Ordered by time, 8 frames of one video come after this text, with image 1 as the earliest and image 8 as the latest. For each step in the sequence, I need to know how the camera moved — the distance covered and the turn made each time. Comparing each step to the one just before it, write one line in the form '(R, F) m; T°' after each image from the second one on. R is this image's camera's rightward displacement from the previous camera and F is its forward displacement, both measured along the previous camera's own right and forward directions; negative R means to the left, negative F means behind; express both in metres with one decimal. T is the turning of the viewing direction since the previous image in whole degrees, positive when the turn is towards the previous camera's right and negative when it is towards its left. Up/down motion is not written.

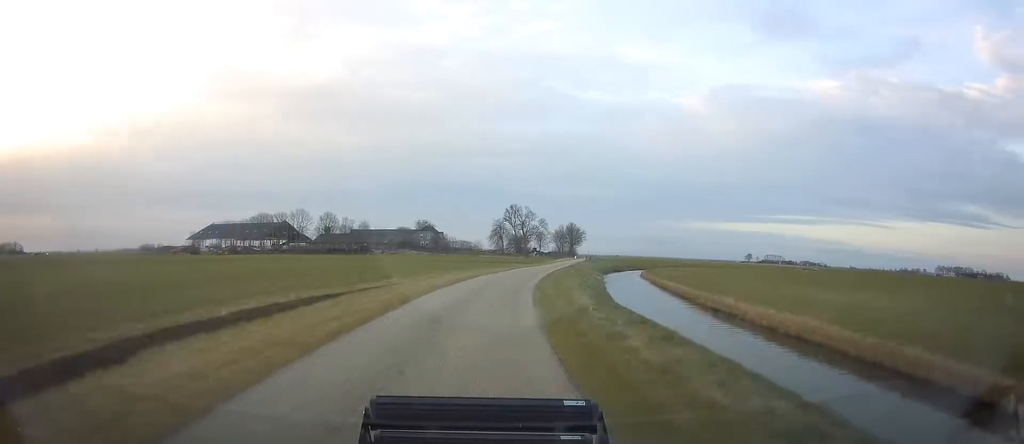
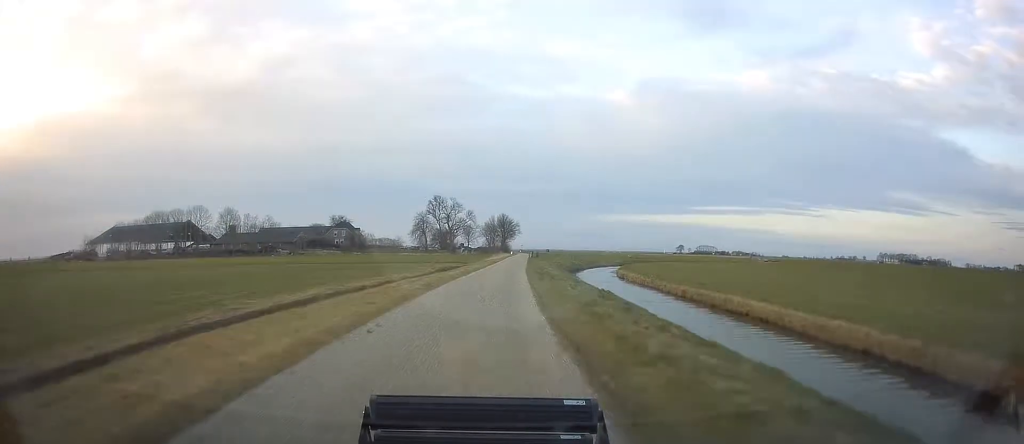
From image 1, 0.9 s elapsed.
(+1.6, +26.1) m; +6°
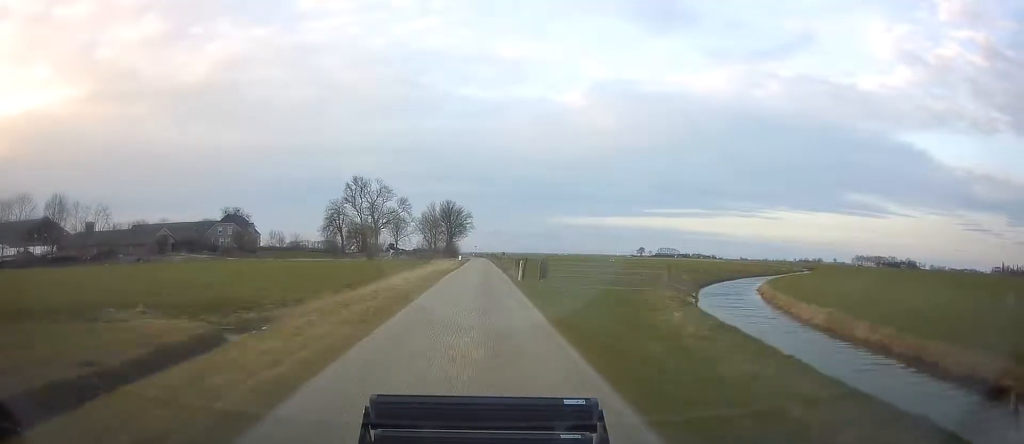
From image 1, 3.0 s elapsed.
(+4.5, +62.1) m; +6°
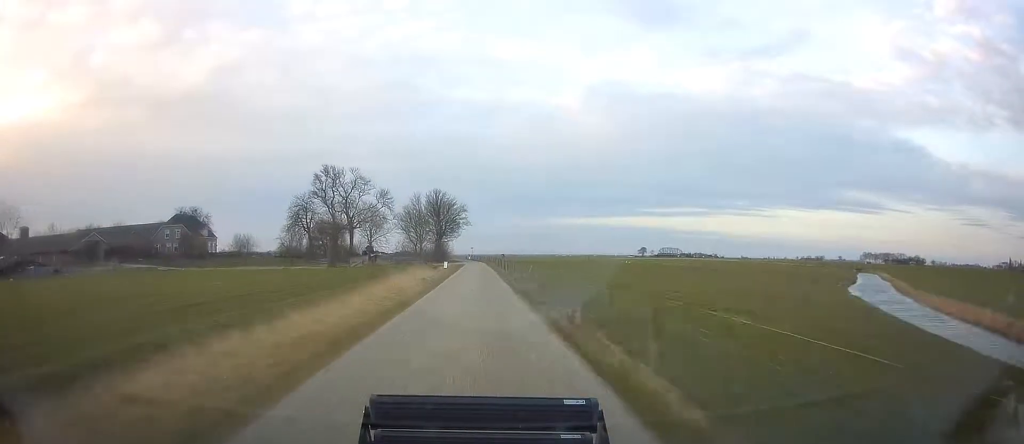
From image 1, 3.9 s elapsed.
(+0.2, +27.9) m; 0°
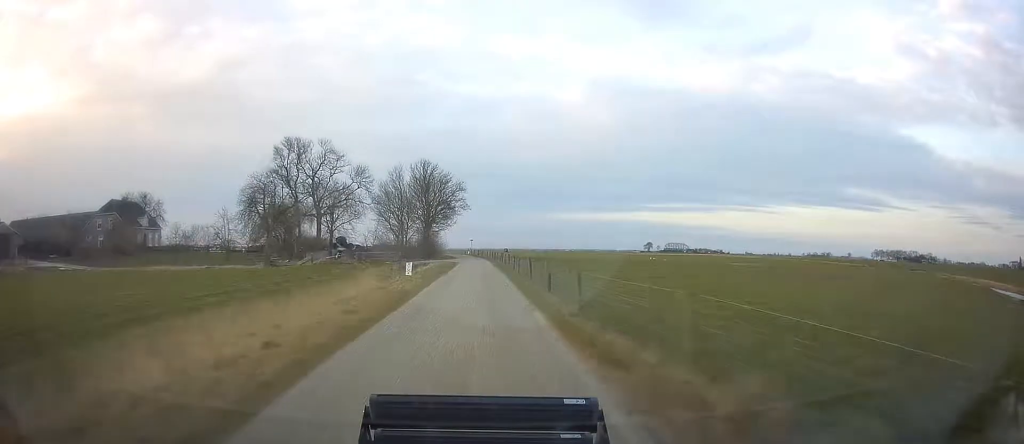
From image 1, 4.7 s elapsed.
(0.0, +26.5) m; 0°
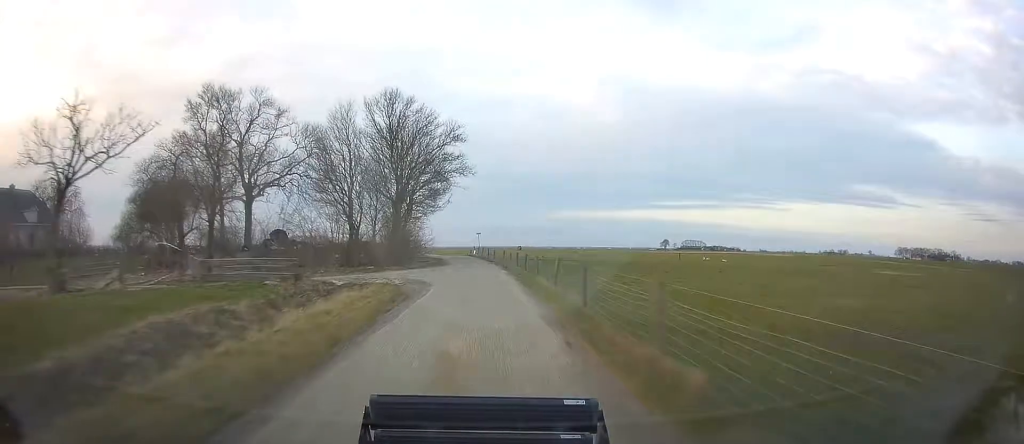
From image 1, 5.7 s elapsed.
(-0.2, +35.1) m; -1°
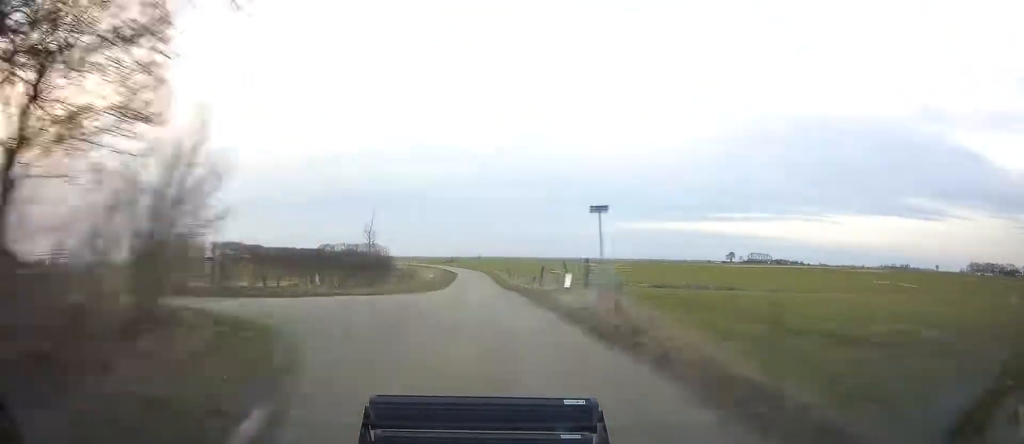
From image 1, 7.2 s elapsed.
(-1.6, +52.4) m; -4°
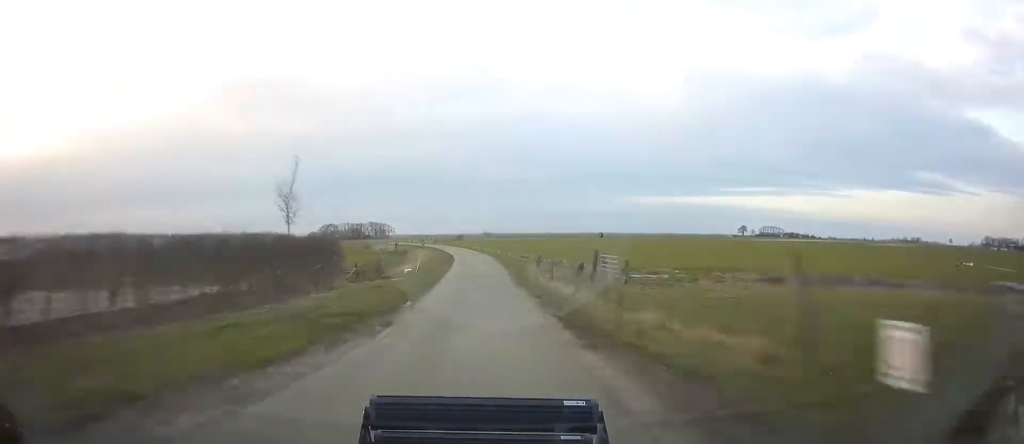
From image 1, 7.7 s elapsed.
(-0.3, +18.0) m; -2°
